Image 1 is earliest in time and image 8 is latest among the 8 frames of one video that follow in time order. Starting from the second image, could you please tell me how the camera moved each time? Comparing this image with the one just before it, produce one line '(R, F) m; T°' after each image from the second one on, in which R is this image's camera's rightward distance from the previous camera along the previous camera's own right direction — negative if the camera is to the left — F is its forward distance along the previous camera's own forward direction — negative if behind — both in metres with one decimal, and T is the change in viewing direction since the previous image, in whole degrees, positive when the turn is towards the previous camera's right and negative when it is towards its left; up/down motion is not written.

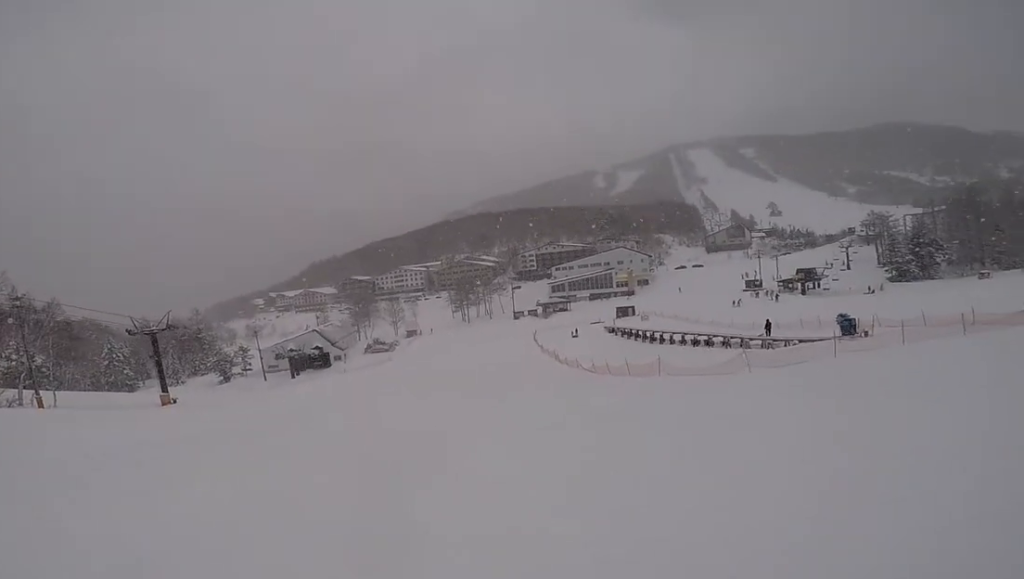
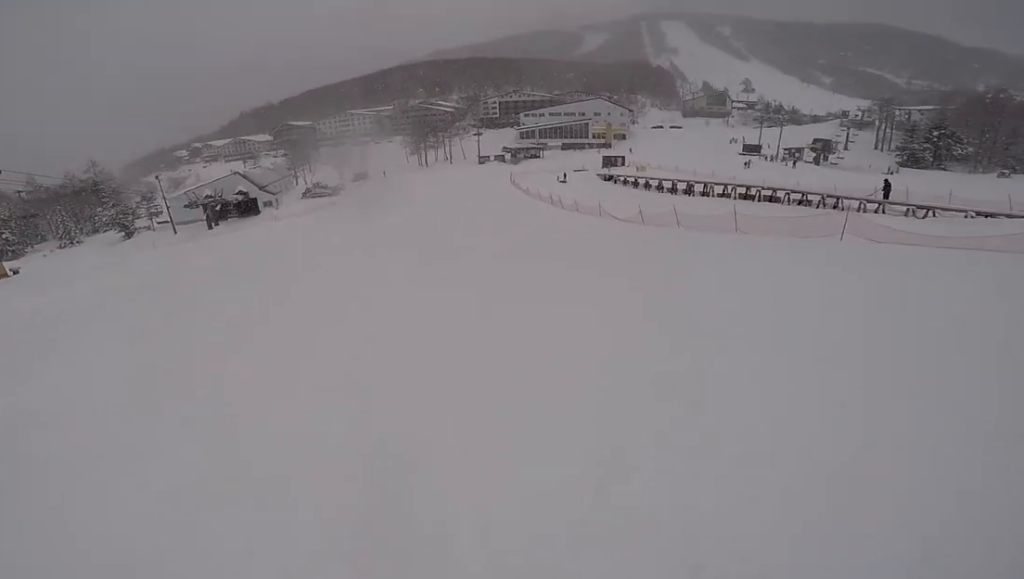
(+0.2, +15.0) m; +1°
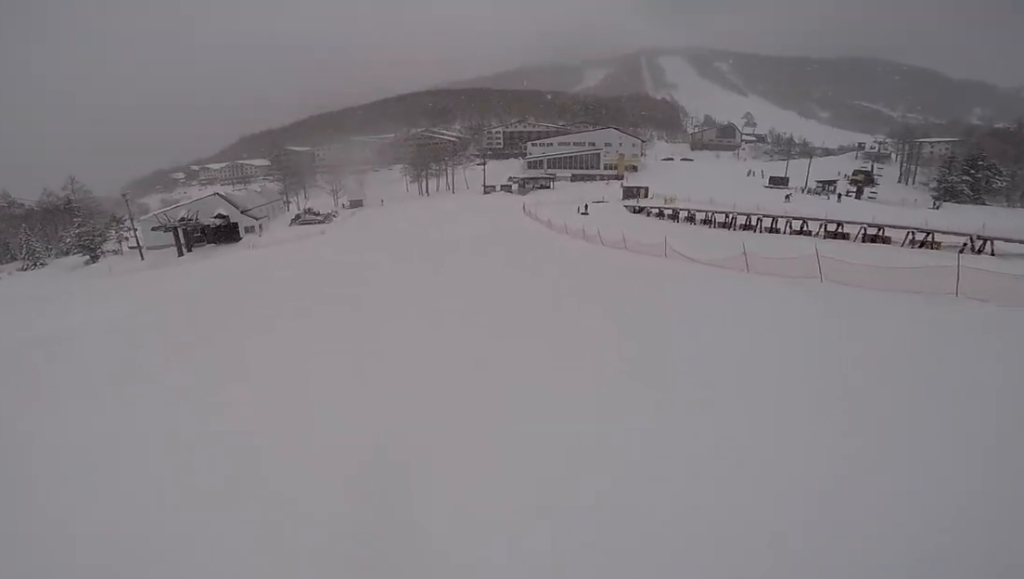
(+0.1, +9.7) m; +5°
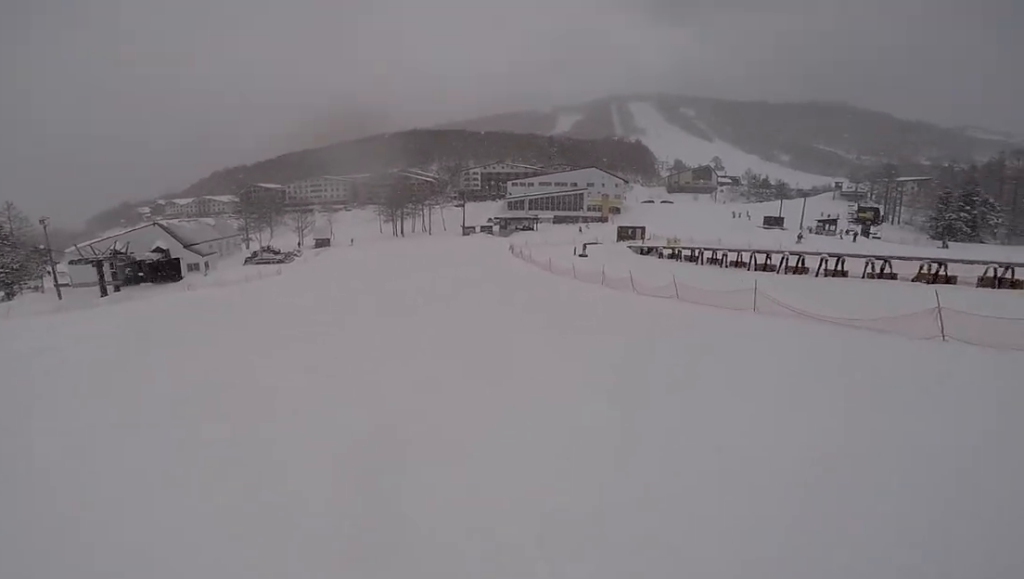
(+0.8, +10.2) m; +2°
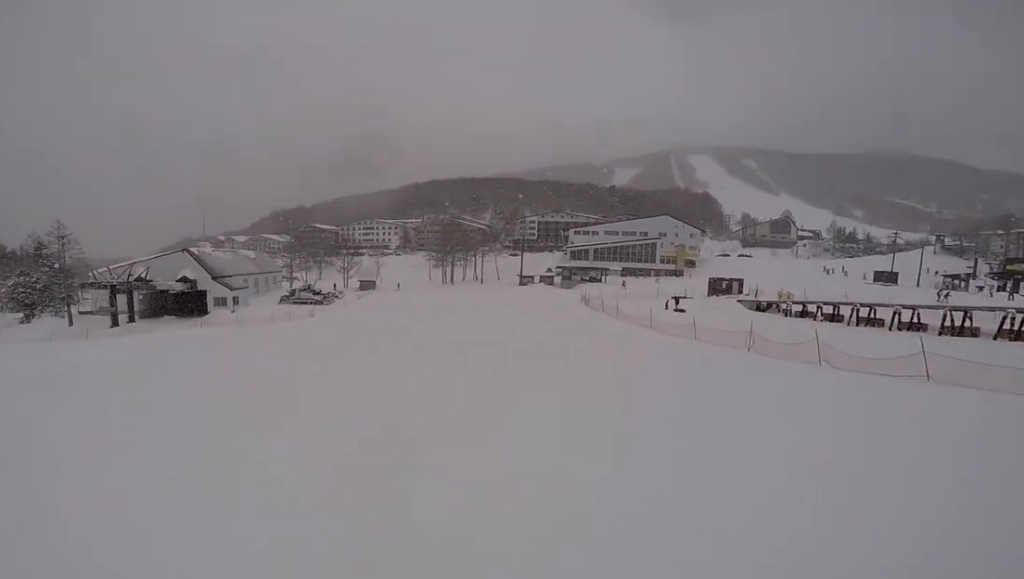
(-0.2, +9.6) m; -3°
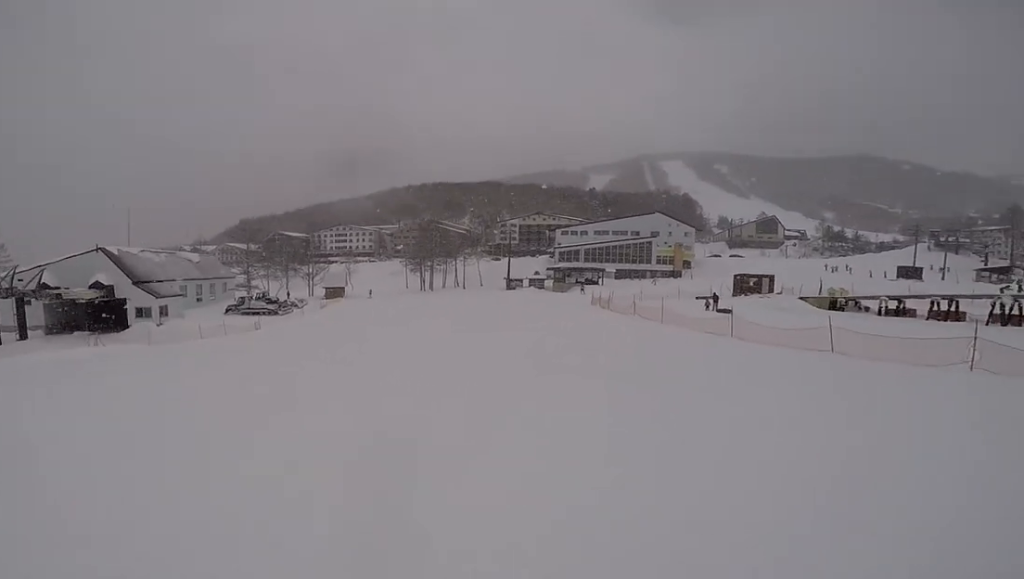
(-0.5, +11.1) m; 0°
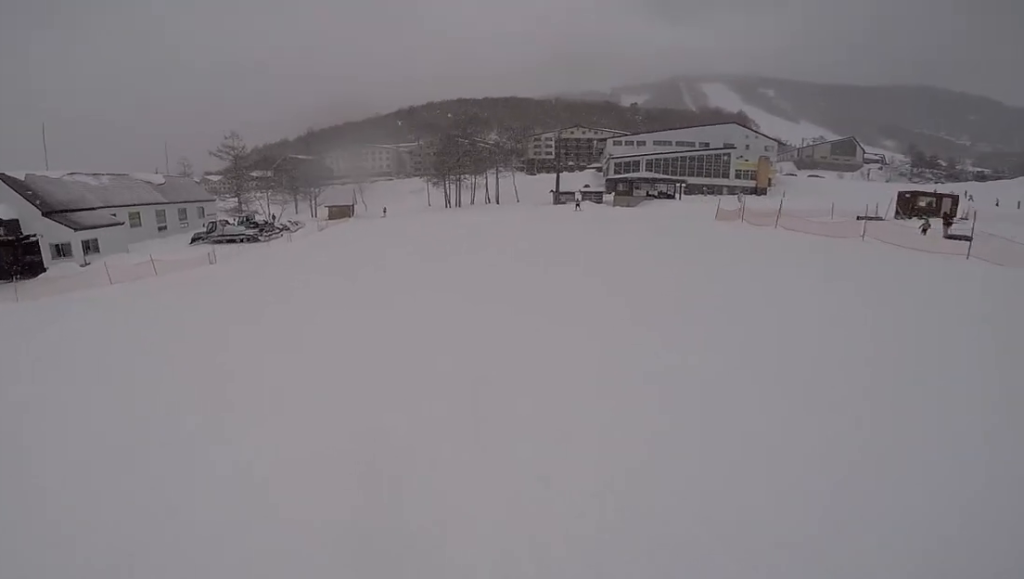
(+1.1, +13.7) m; +2°
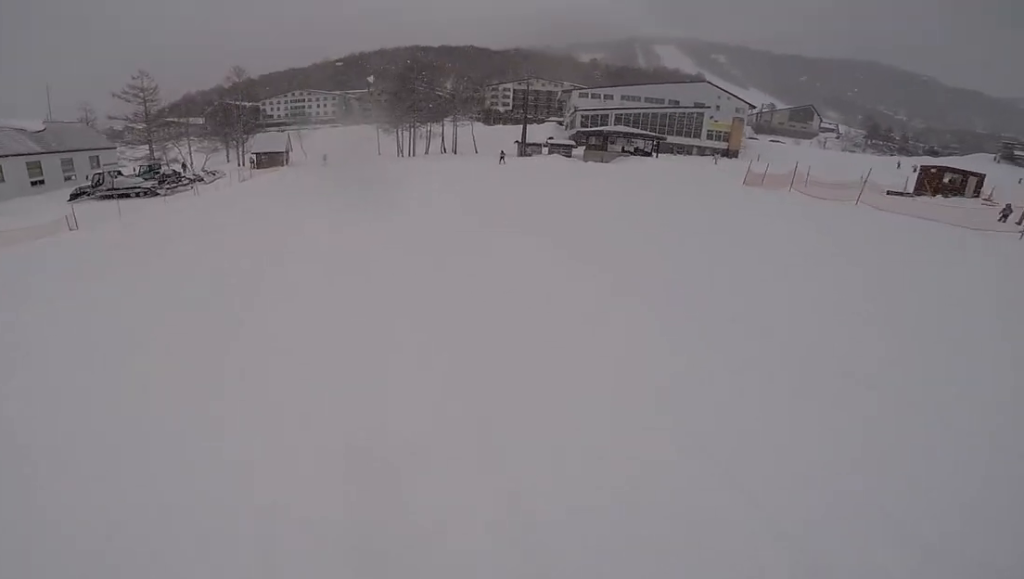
(-0.5, +6.6) m; -4°
